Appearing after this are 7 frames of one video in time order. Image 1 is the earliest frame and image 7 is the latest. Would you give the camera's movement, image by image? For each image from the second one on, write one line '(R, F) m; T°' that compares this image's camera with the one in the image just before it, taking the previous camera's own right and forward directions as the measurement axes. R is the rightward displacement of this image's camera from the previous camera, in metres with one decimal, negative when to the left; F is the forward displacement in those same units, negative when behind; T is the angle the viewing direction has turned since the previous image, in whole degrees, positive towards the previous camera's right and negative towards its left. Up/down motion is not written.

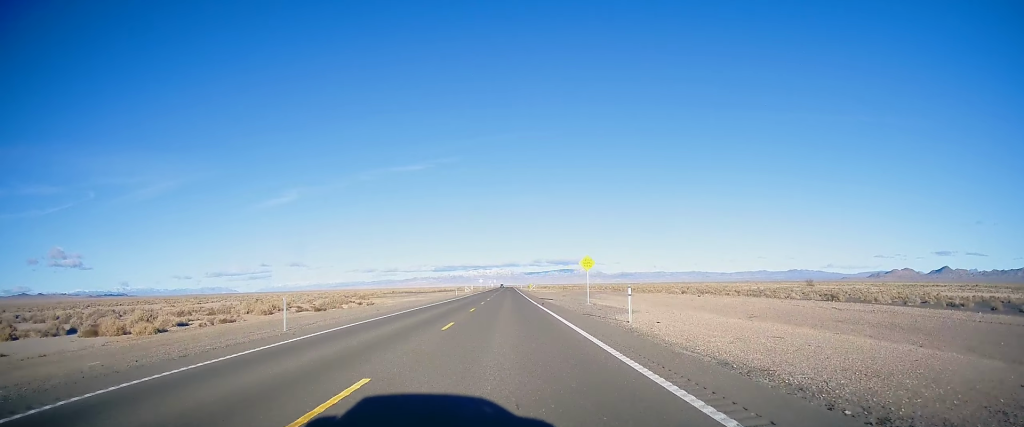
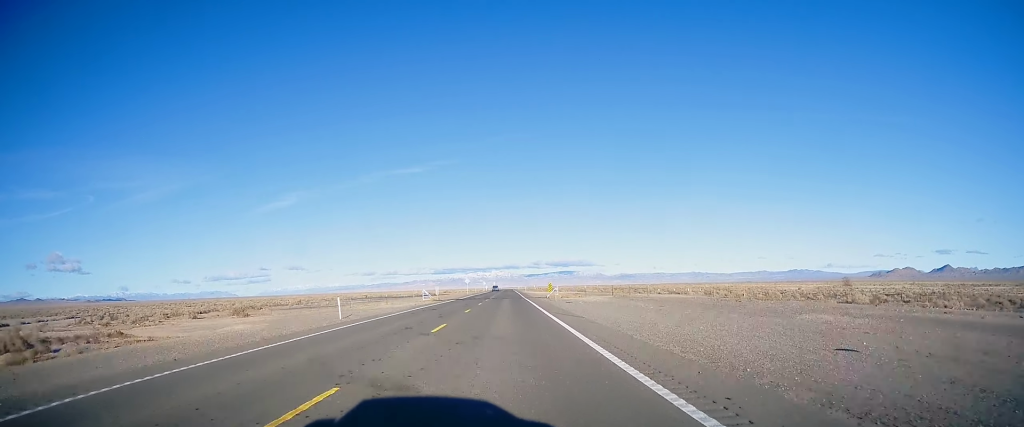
(0.0, +61.5) m; 0°
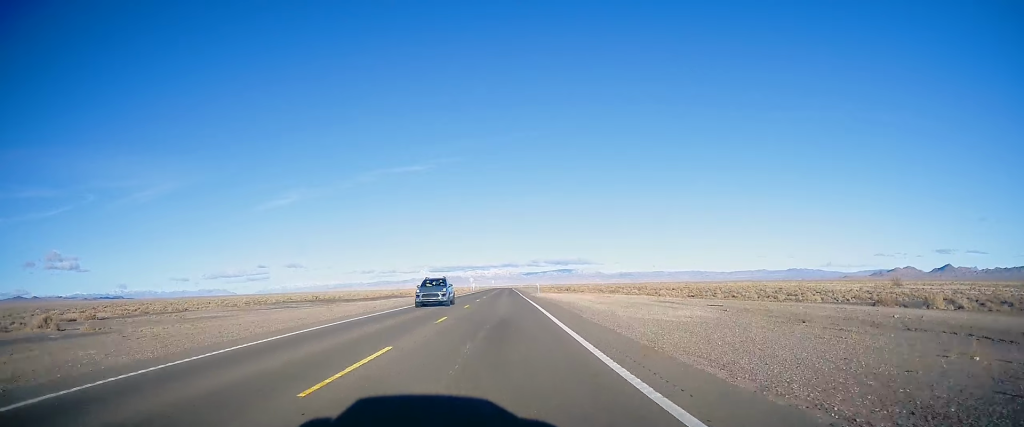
(+0.3, +67.8) m; 0°
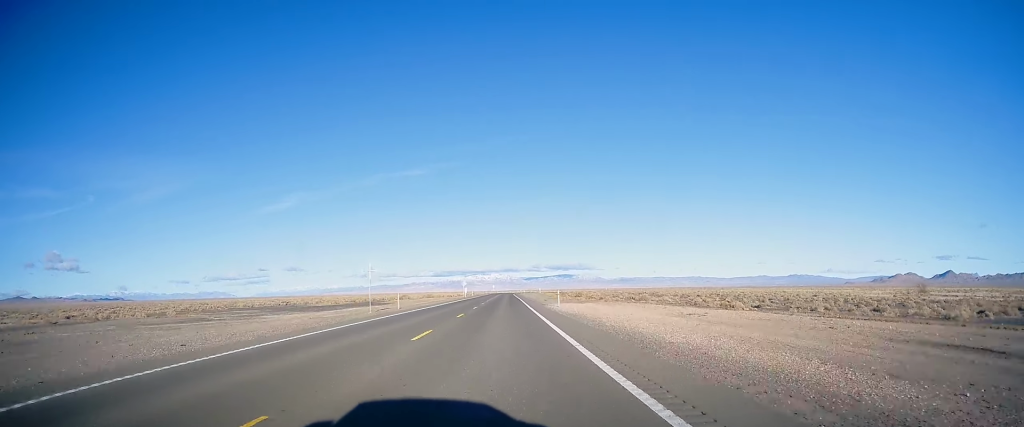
(-0.1, +28.2) m; 0°
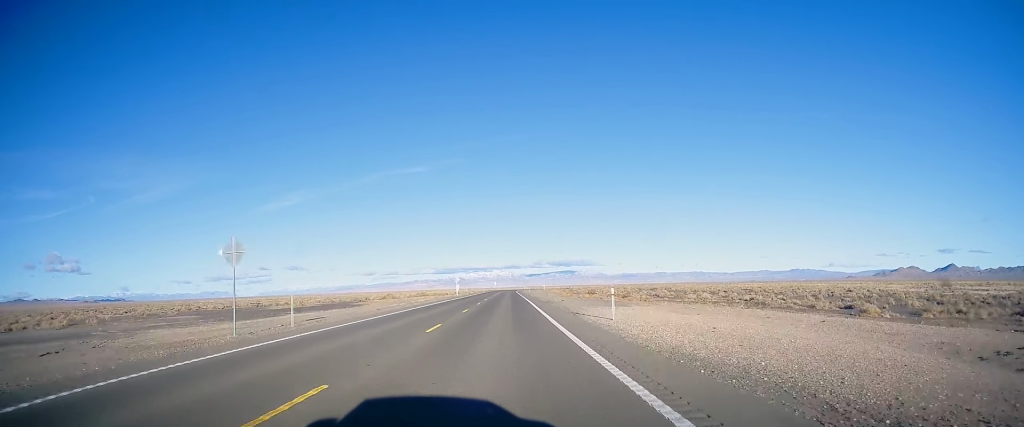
(0.0, +22.3) m; 0°
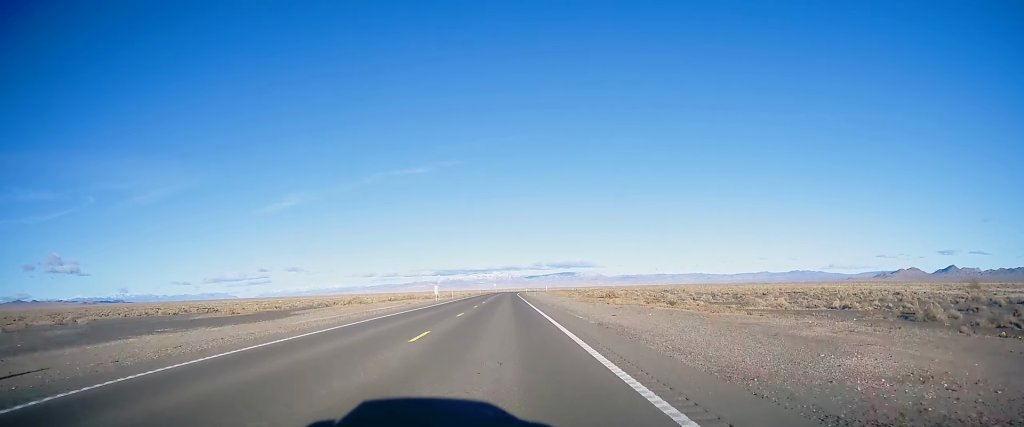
(+0.1, +27.2) m; 0°
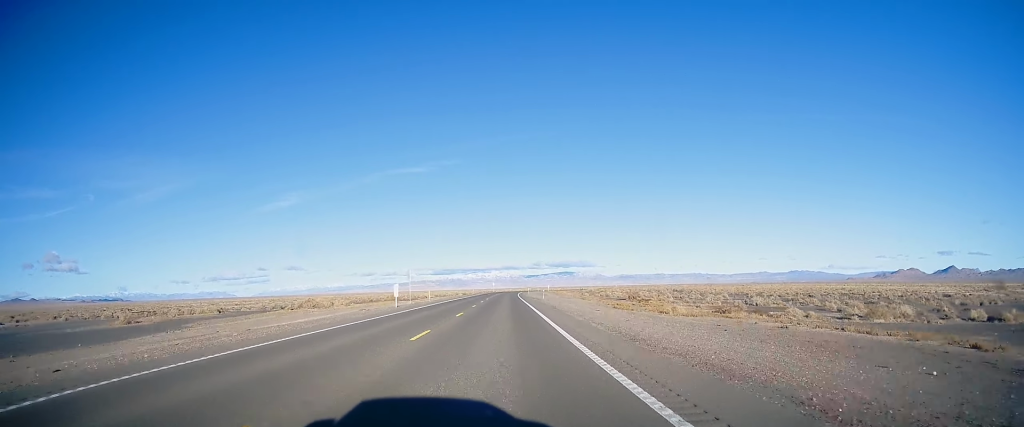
(+0.1, +23.7) m; 0°
